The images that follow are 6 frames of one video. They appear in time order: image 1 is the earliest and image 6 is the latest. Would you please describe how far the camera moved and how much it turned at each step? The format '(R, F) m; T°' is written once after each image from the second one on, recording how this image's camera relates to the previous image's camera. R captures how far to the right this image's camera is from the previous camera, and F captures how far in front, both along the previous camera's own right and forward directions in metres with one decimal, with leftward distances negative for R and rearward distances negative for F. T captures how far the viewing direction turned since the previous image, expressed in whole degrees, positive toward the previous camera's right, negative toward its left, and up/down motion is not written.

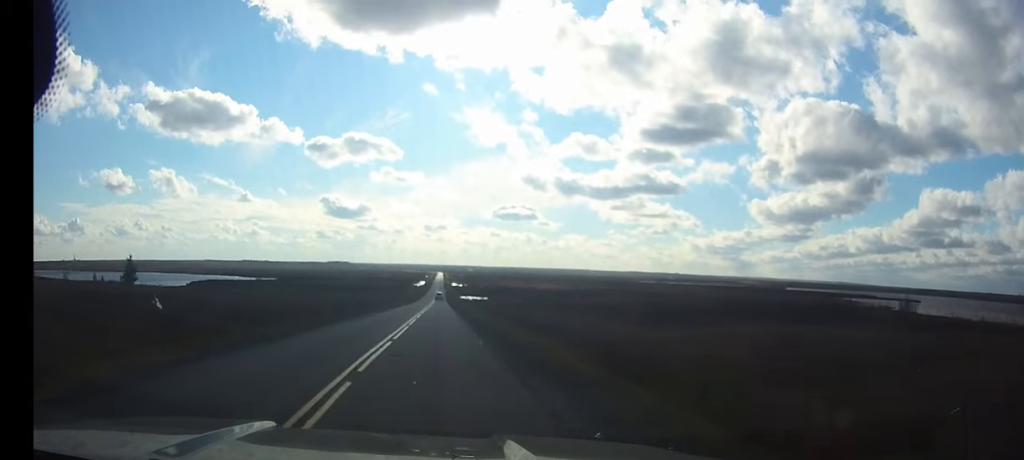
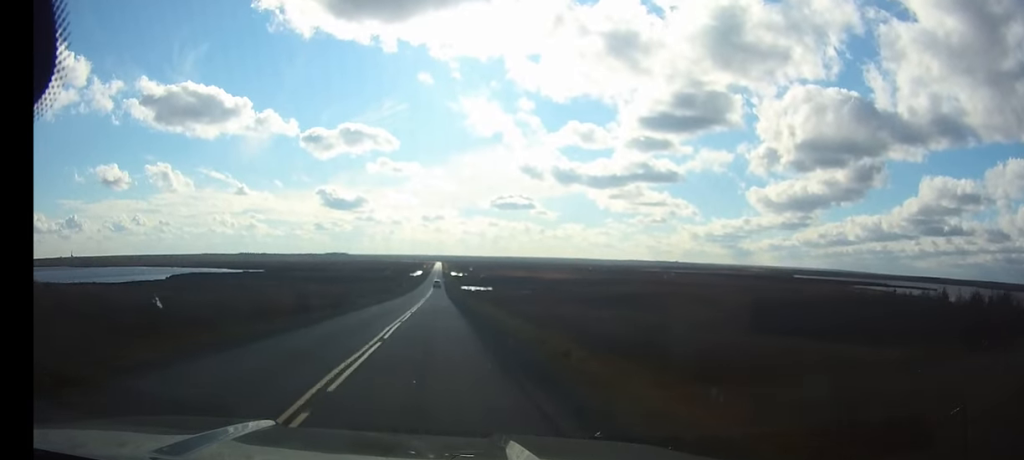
(0.0, +27.6) m; 0°
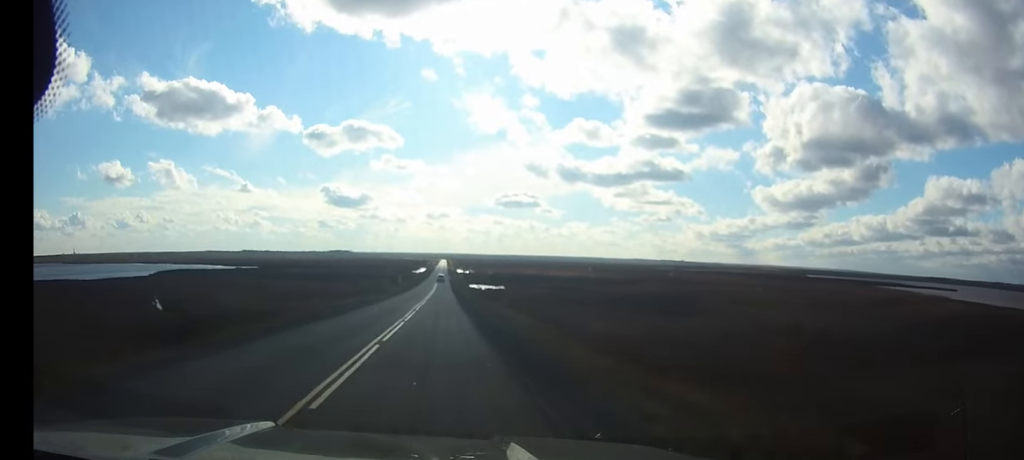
(0.0, +27.3) m; 0°
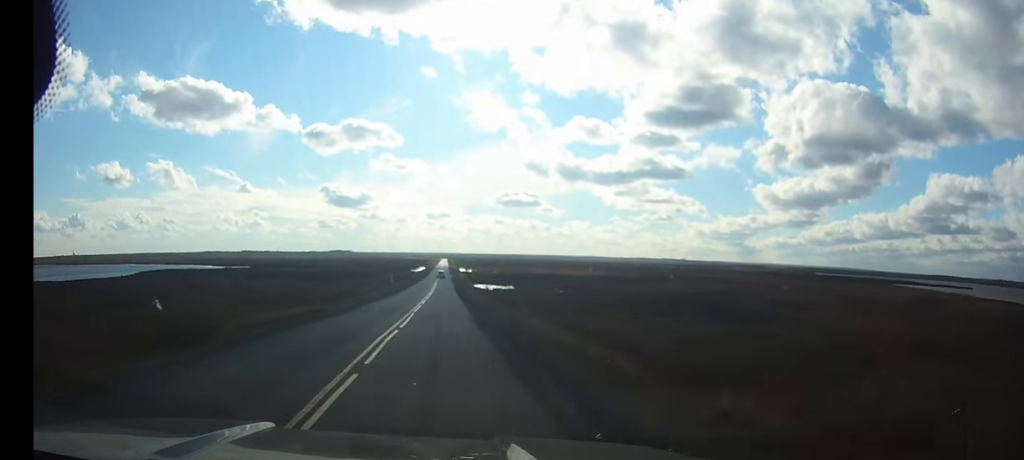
(0.0, +23.9) m; 0°
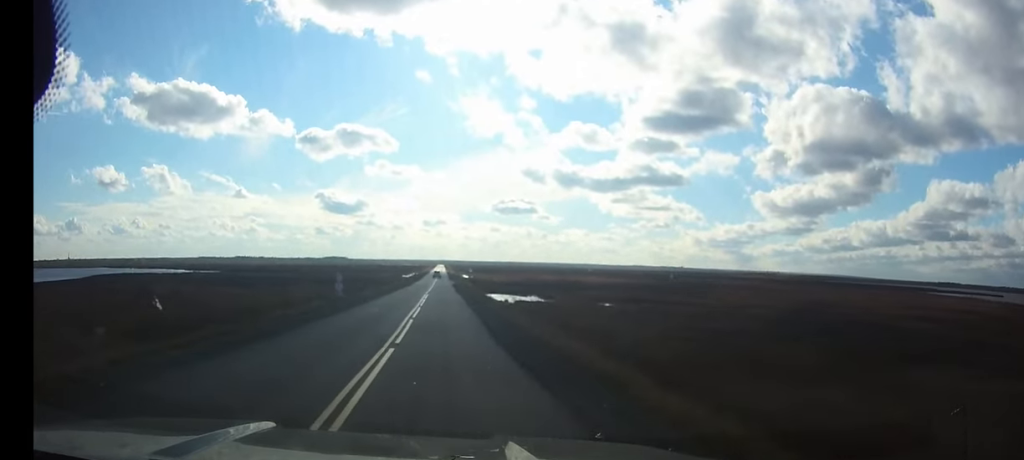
(+0.1, +49.6) m; 0°
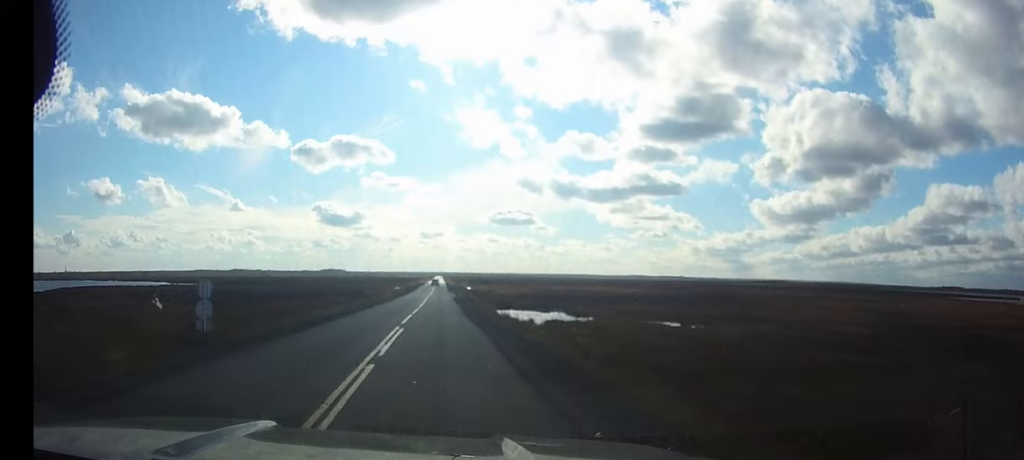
(0.0, +28.1) m; 0°
